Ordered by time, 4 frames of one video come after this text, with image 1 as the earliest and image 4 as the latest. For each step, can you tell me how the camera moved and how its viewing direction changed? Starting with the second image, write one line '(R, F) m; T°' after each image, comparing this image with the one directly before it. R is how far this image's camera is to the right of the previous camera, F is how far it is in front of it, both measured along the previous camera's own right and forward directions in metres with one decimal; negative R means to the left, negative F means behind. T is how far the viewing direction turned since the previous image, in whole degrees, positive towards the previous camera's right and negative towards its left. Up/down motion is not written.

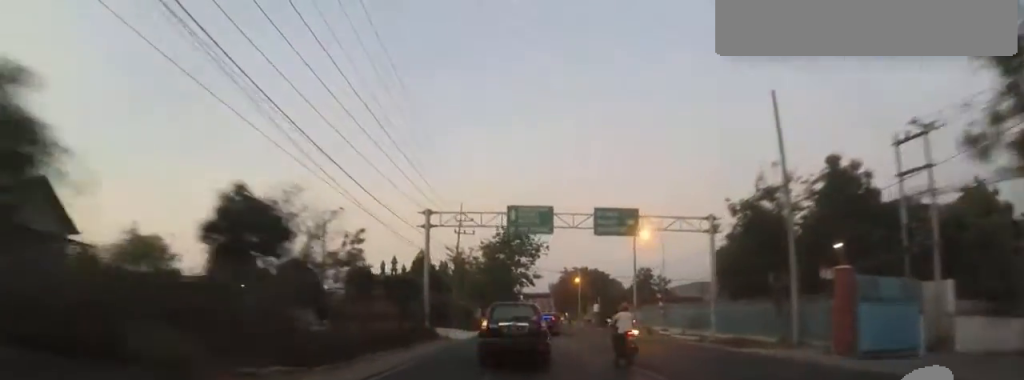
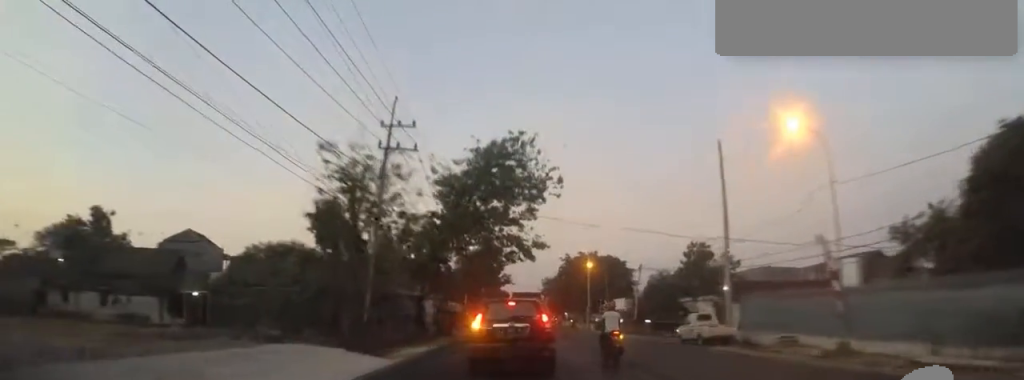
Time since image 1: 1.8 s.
(0.0, +22.5) m; +2°
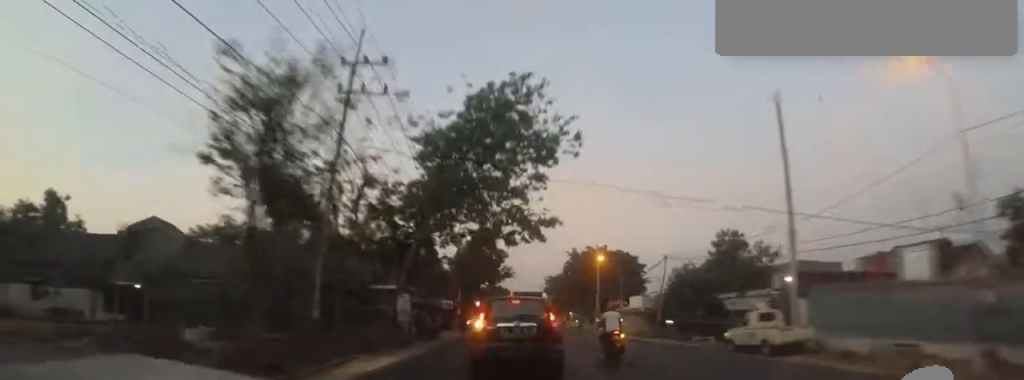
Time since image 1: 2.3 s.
(0.0, +5.7) m; 0°
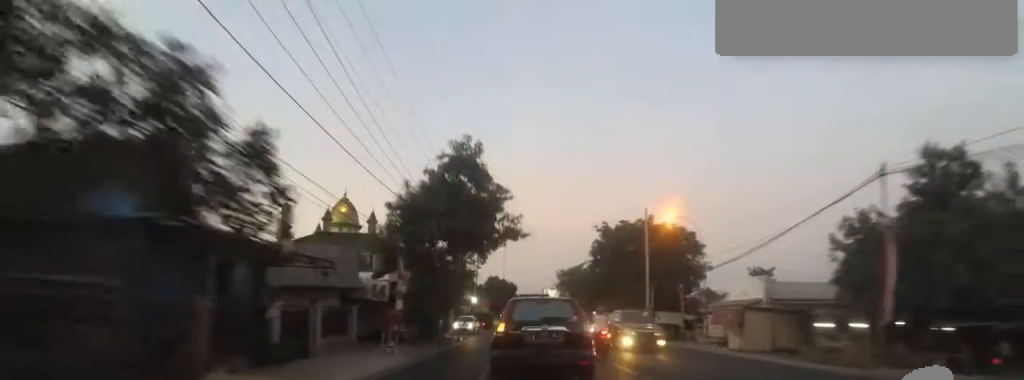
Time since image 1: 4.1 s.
(0.0, +19.5) m; 0°
